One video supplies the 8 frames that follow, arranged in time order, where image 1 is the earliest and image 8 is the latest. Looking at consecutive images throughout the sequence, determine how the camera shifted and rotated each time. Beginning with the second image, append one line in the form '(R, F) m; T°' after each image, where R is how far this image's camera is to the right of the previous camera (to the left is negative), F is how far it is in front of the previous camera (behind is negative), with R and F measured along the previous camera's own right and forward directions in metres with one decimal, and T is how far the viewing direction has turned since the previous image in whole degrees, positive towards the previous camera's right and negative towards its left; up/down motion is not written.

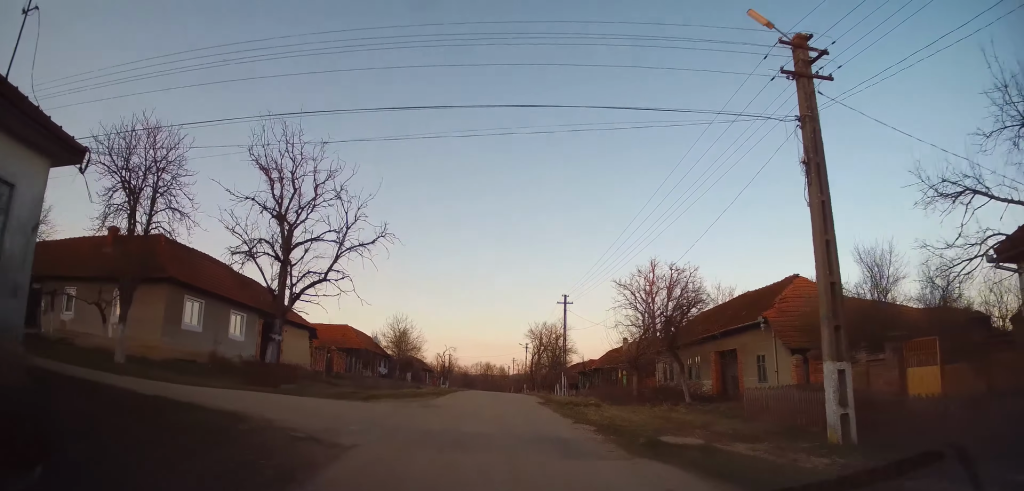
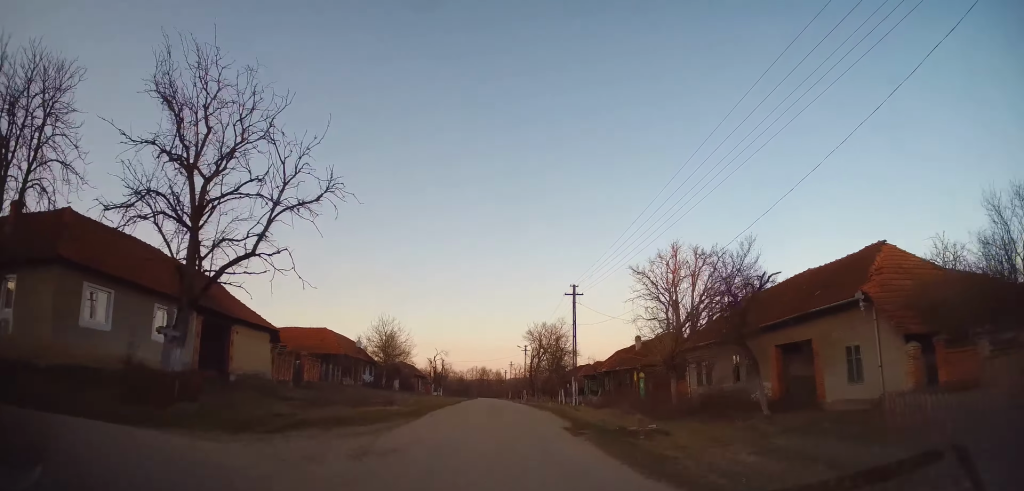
(0.0, +7.0) m; 0°
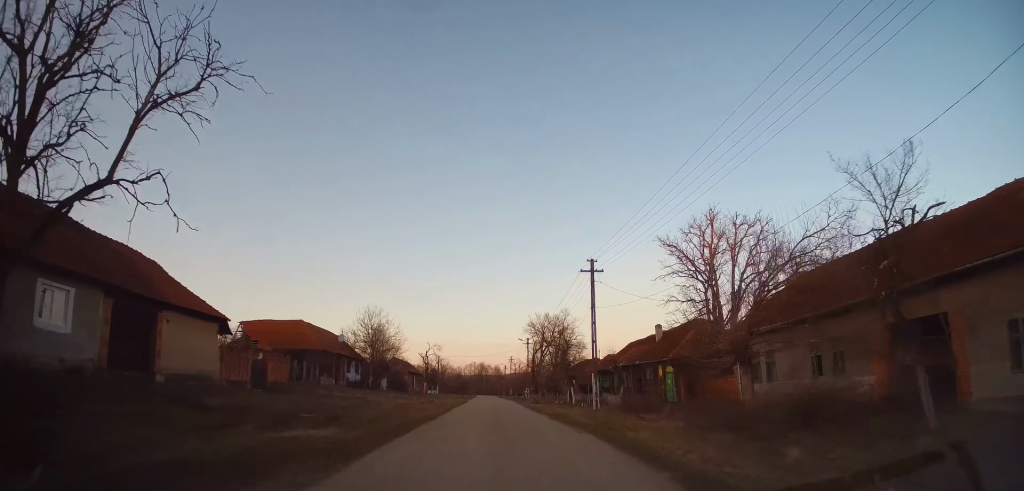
(0.0, +7.0) m; 0°
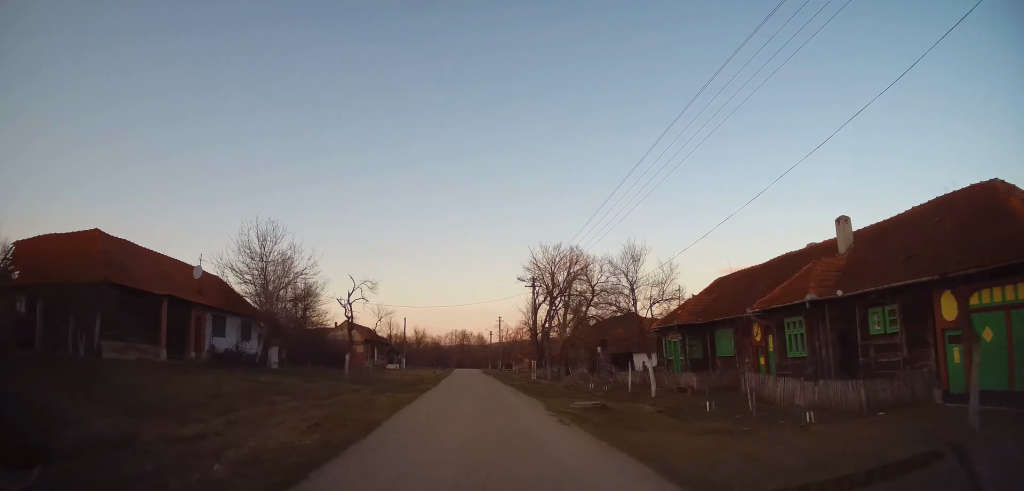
(+1.0, +26.8) m; +2°
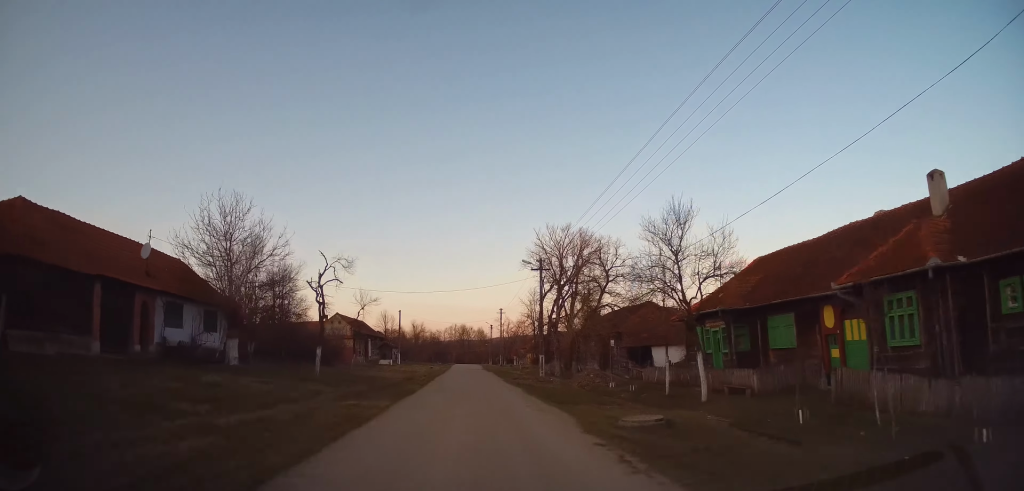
(-0.2, +5.5) m; 0°
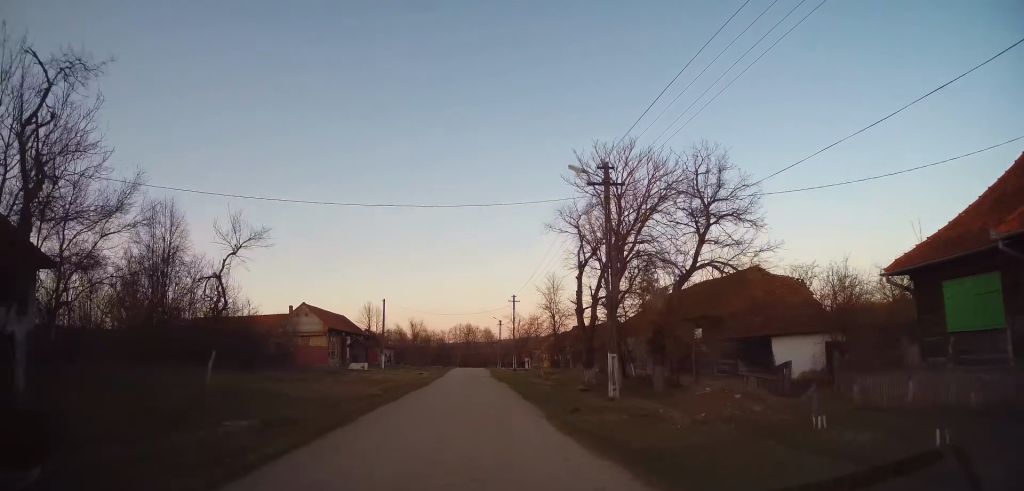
(+0.1, +17.9) m; -2°
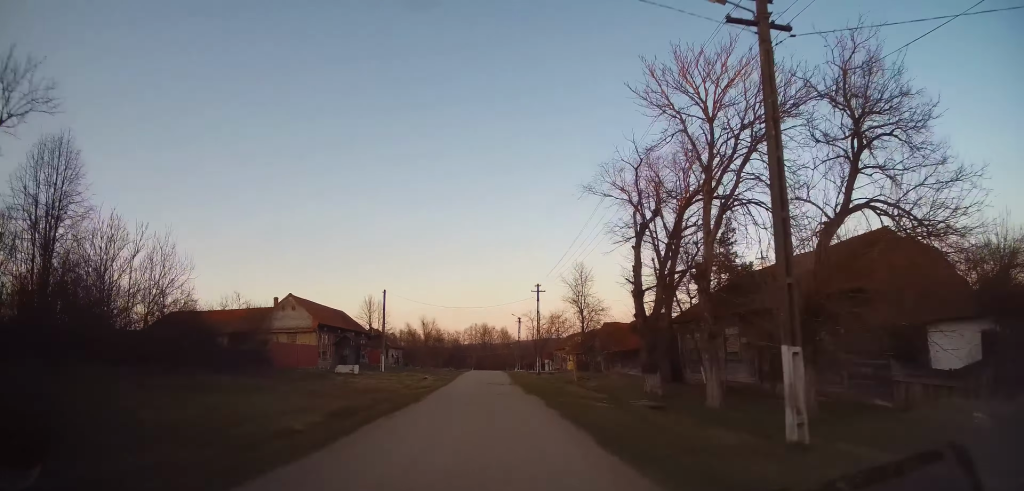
(-0.6, +9.5) m; -1°
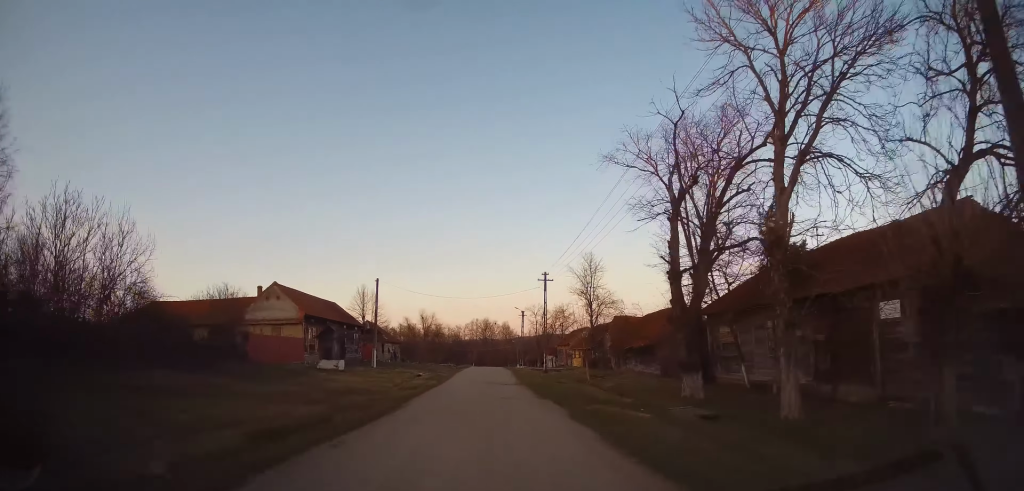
(+0.1, +4.5) m; 0°
